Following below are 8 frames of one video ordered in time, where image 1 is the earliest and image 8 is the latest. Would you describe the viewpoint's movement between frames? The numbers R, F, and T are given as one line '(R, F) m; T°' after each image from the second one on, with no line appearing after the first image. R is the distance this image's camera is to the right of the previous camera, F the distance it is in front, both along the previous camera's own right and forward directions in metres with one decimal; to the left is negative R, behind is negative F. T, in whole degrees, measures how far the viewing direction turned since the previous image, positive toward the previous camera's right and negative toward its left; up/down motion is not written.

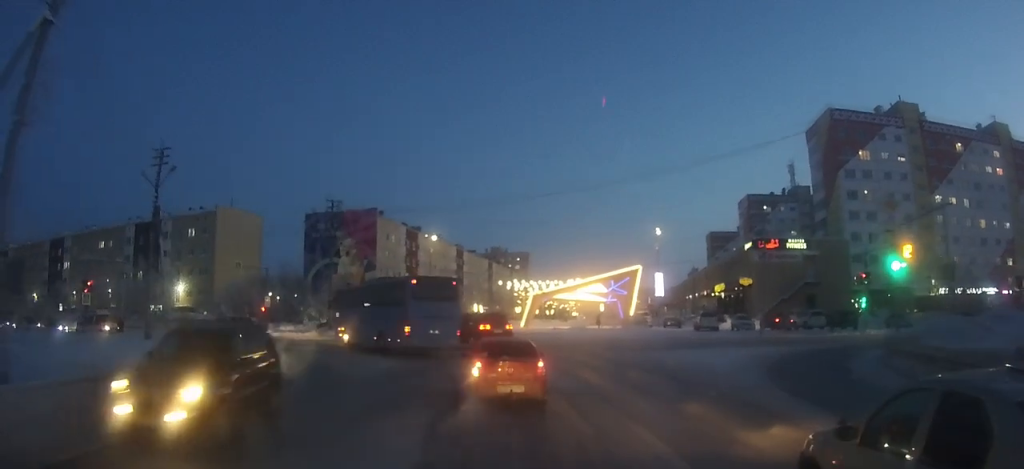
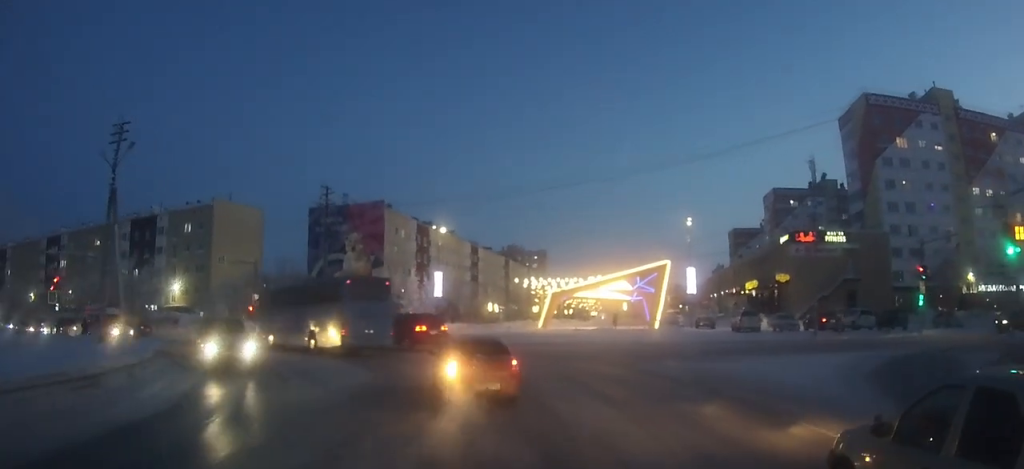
(-0.1, +6.2) m; -2°
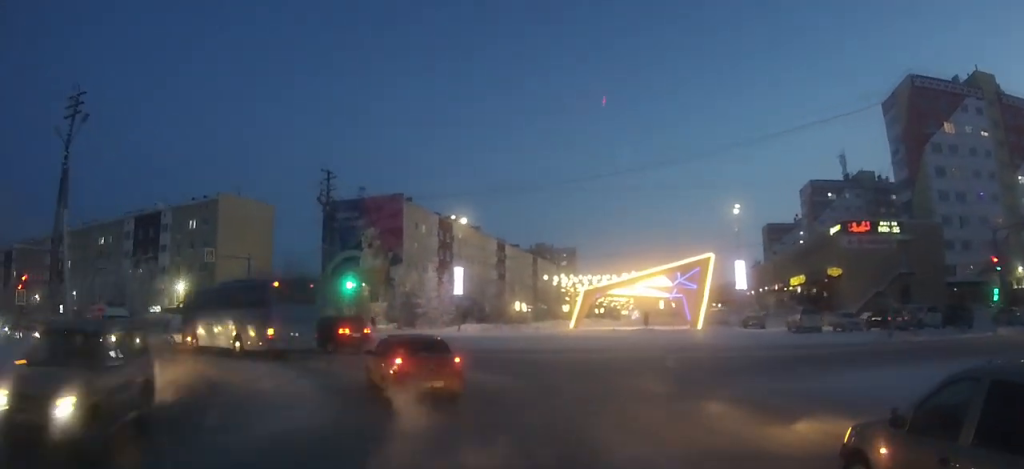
(-0.1, +6.2) m; -4°
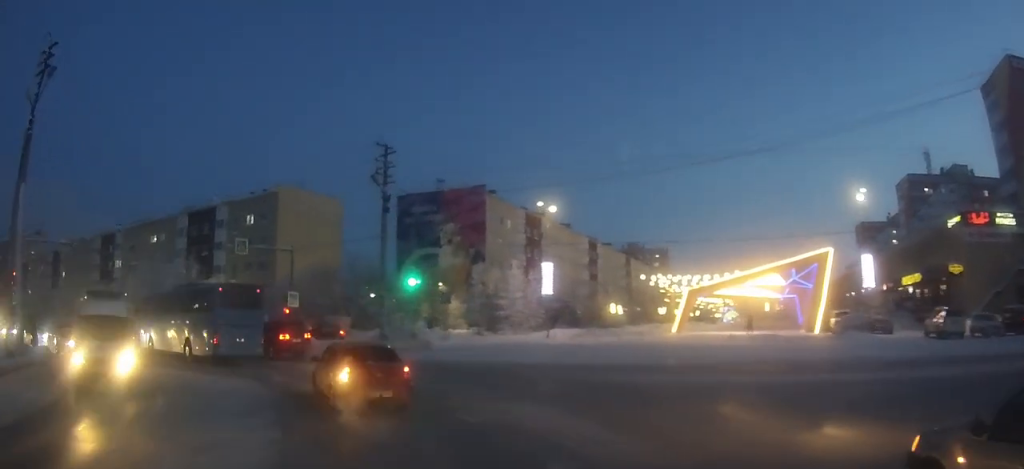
(-0.6, +7.5) m; -10°
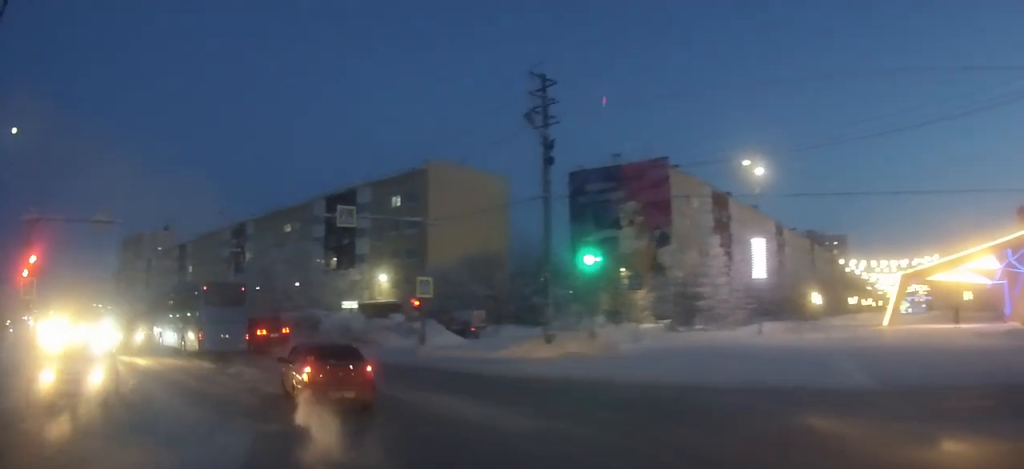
(-1.1, +9.7) m; -16°
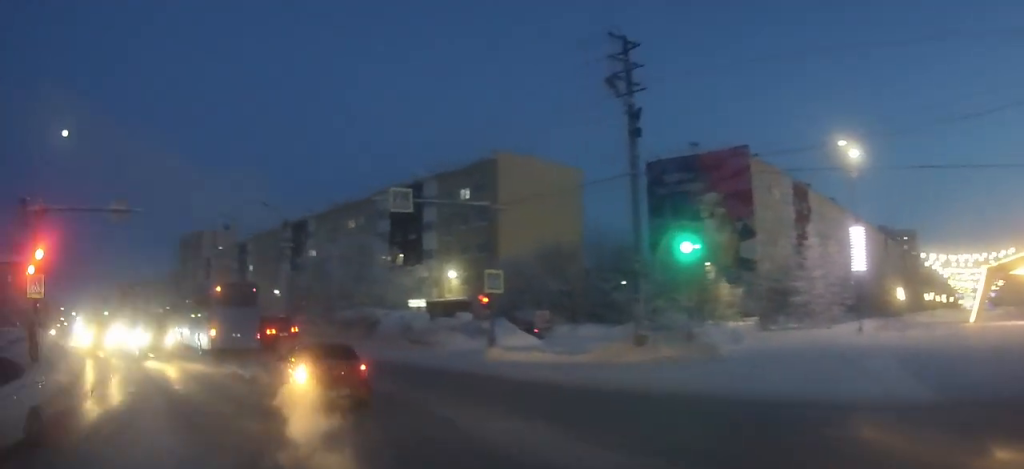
(-0.3, +3.7) m; -8°
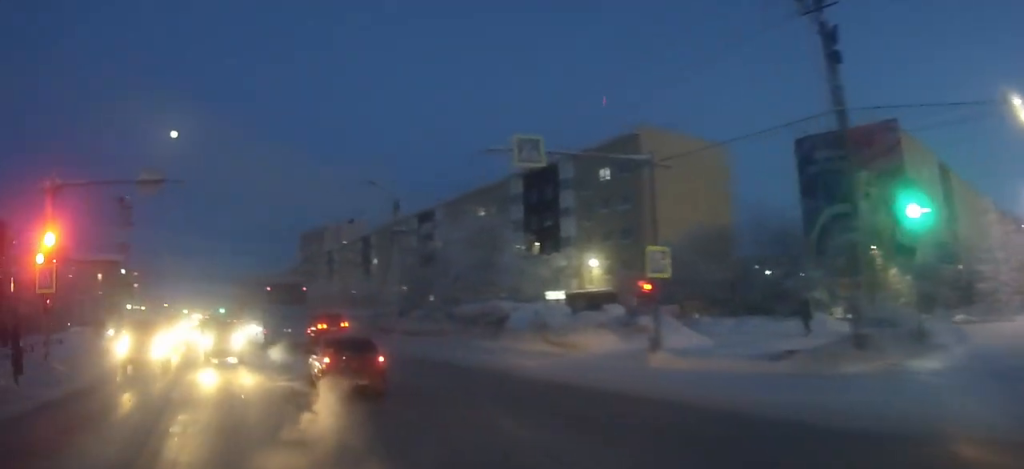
(-0.8, +6.4) m; -14°
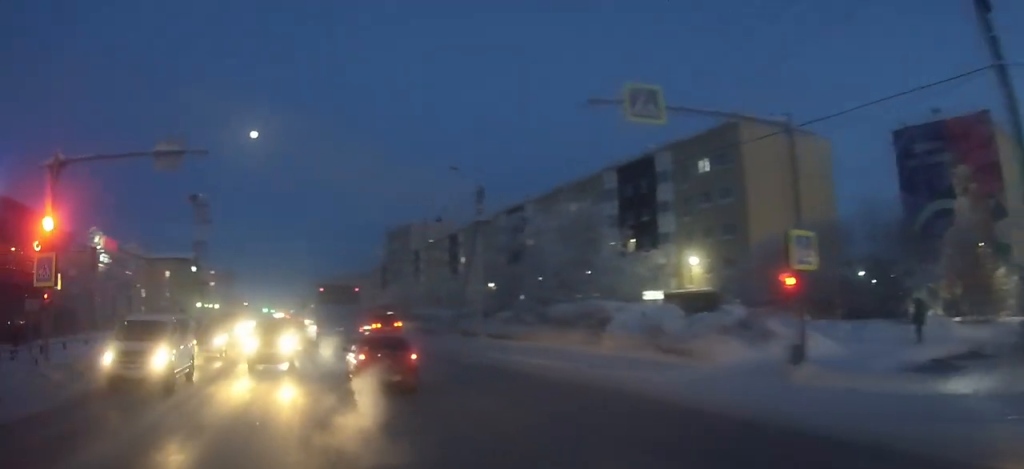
(-0.3, +4.0) m; -7°
